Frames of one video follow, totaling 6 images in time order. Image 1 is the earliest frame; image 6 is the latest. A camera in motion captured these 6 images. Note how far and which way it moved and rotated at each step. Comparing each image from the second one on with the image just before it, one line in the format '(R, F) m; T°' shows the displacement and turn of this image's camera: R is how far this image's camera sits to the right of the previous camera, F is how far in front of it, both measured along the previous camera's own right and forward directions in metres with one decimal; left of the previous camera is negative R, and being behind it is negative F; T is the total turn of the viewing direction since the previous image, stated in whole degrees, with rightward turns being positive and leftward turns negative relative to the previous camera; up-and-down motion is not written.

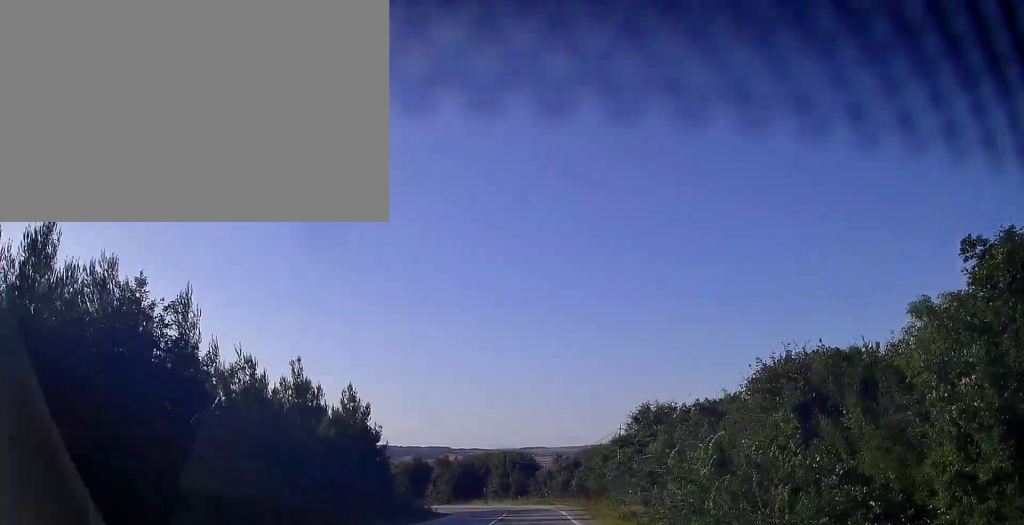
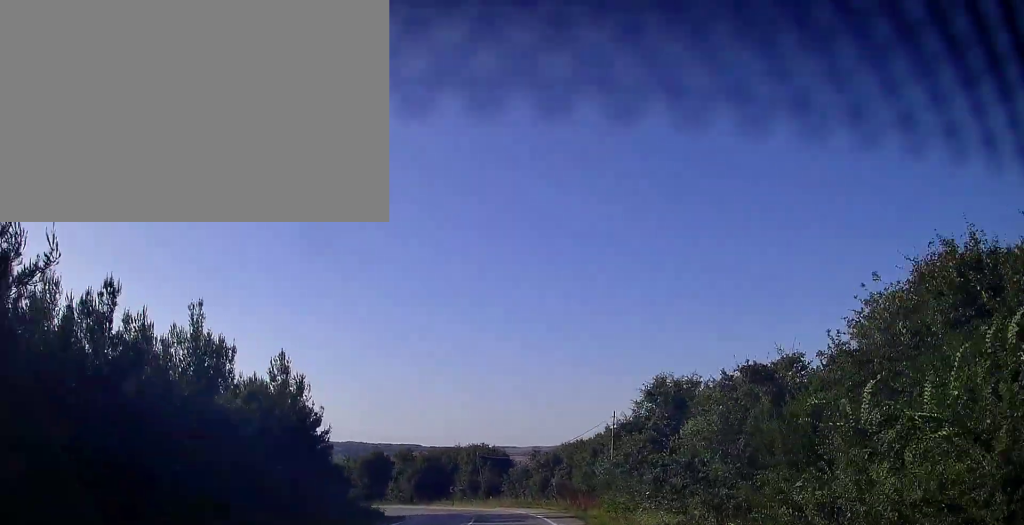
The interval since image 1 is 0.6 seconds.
(+0.2, +10.1) m; +2°
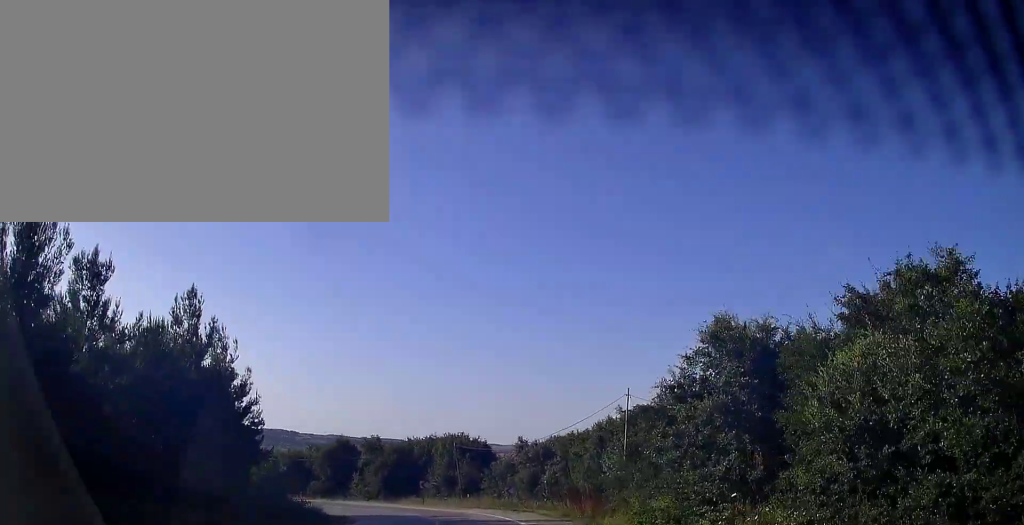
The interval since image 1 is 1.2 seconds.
(+0.3, +10.2) m; +2°
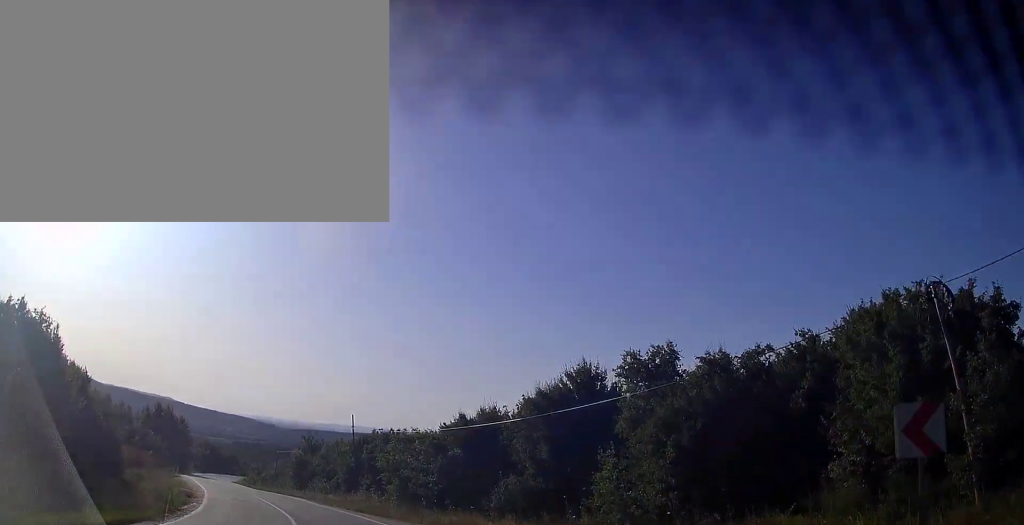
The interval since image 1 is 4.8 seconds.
(-3.4, +49.0) m; -21°
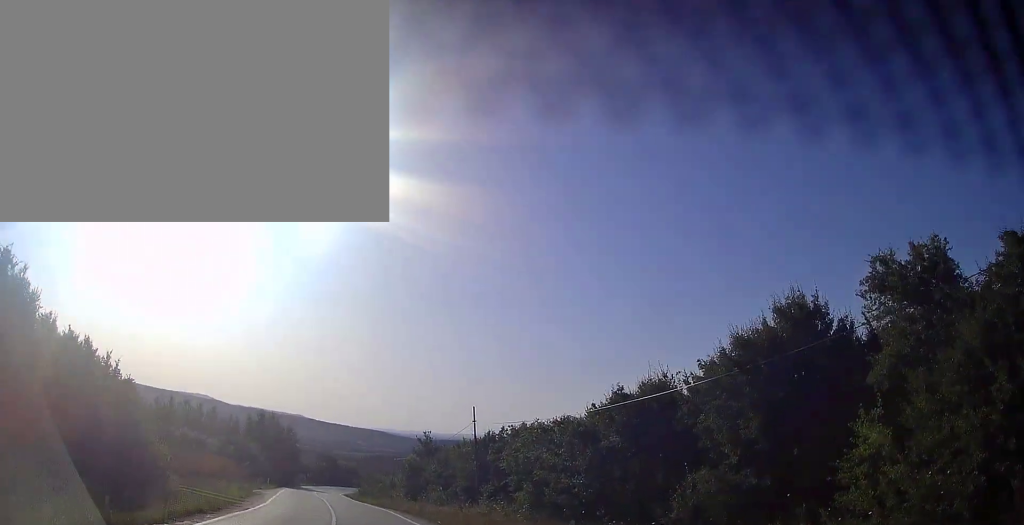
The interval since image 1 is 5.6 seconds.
(-1.1, +10.4) m; -13°
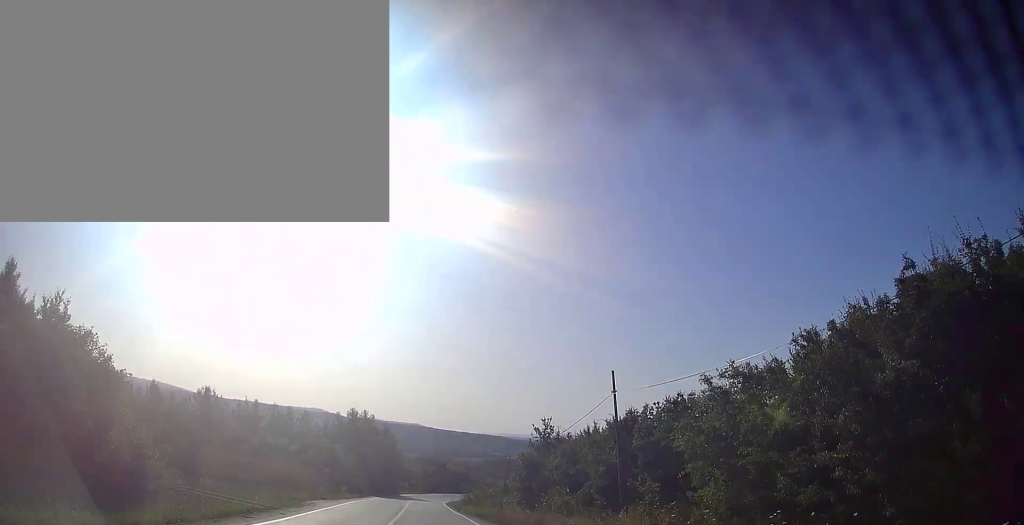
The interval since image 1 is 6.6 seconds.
(-1.6, +12.2) m; -13°
